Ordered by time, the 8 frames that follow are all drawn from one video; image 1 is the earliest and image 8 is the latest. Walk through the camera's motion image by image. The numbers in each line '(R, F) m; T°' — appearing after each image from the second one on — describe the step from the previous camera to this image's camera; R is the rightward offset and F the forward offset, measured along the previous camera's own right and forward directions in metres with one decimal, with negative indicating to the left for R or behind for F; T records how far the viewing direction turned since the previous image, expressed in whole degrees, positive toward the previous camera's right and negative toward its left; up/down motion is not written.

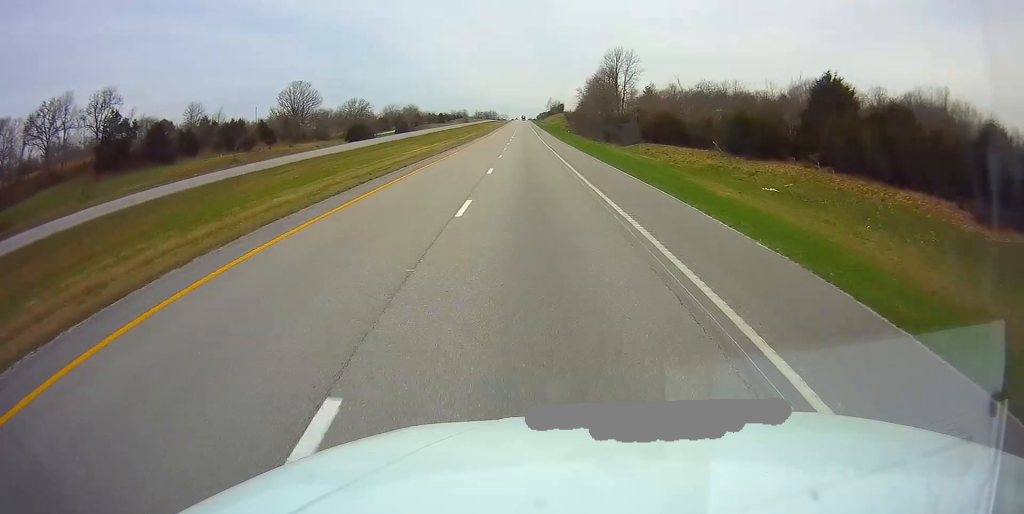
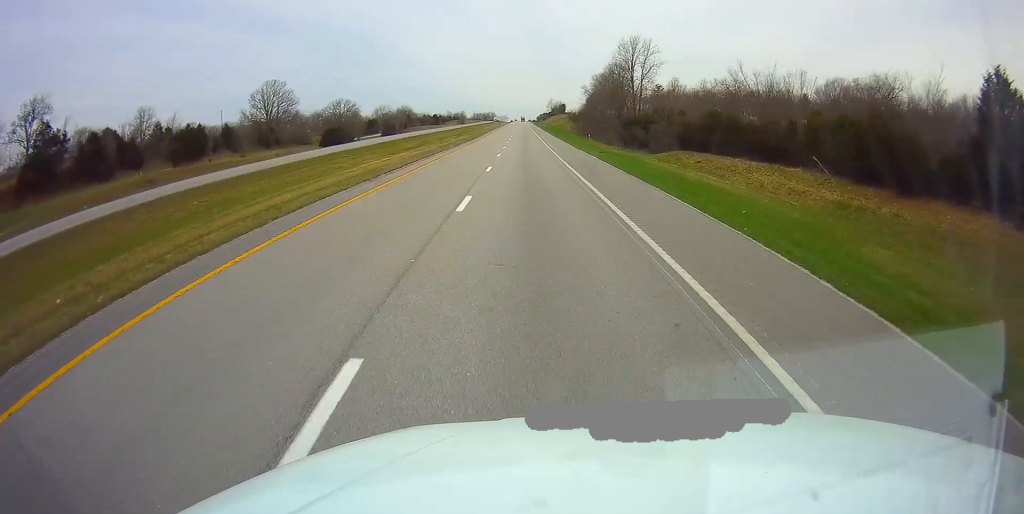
(0.0, +23.6) m; 0°
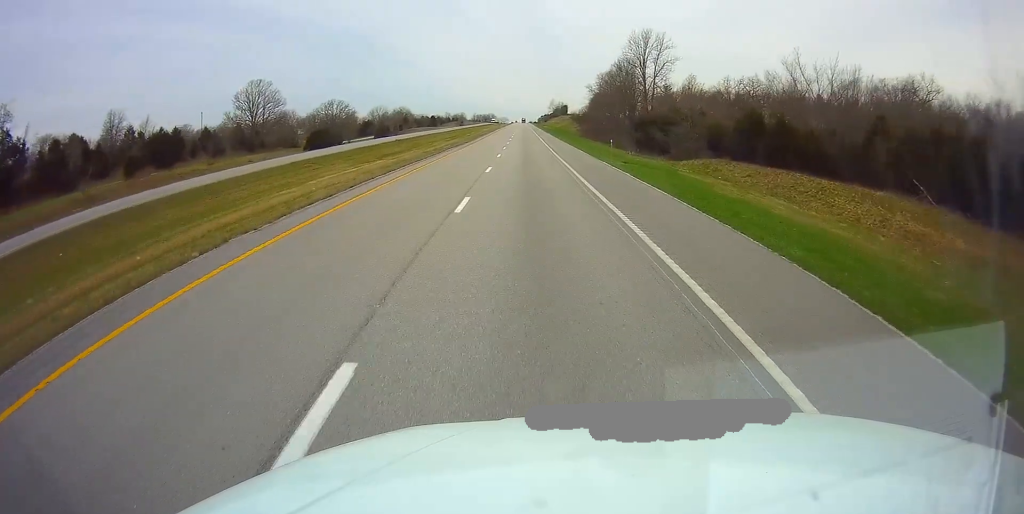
(-0.1, +12.2) m; 0°
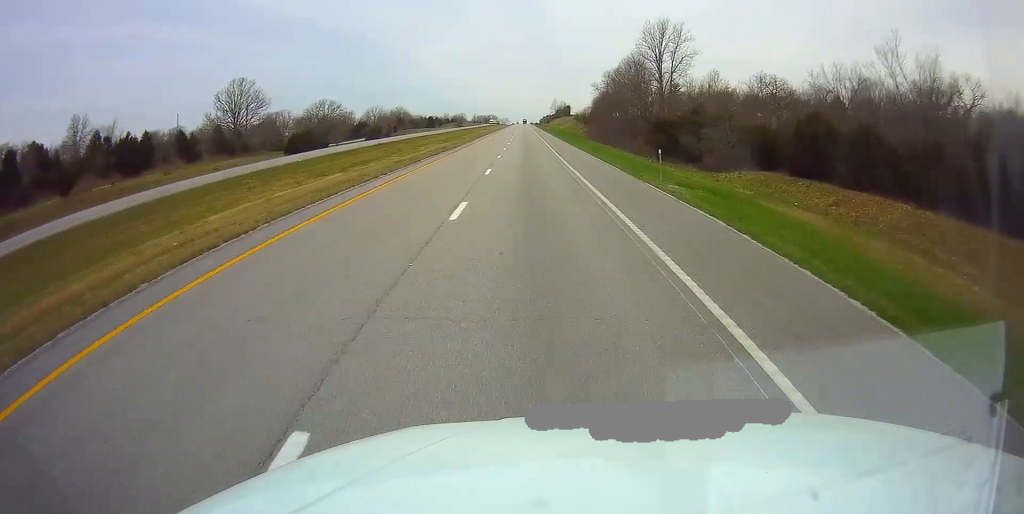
(-0.1, +13.3) m; 0°
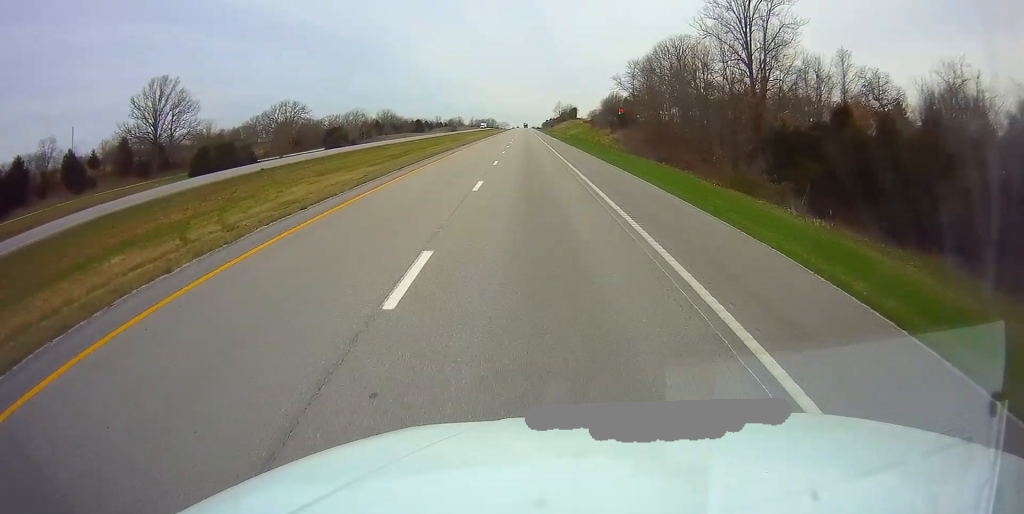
(0.0, +42.5) m; 0°
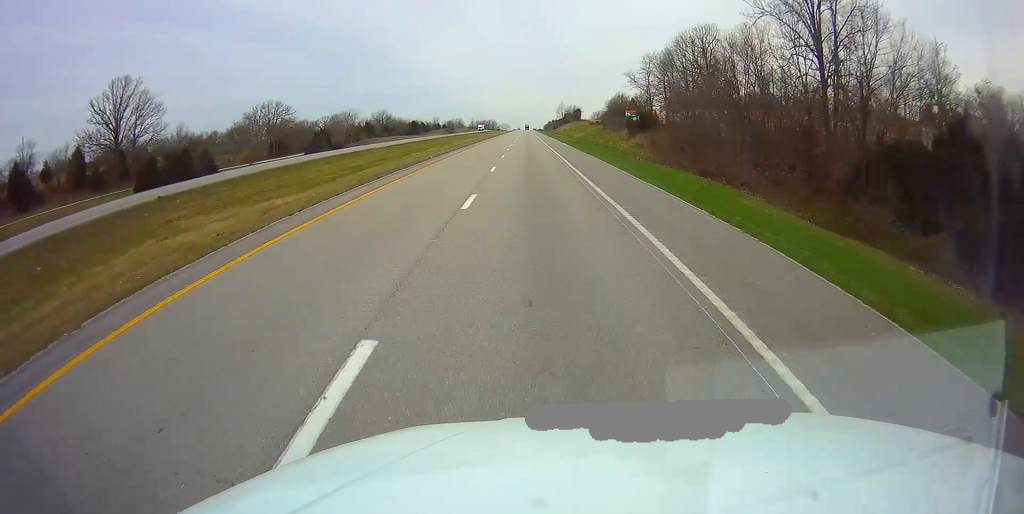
(-0.1, +16.1) m; 0°
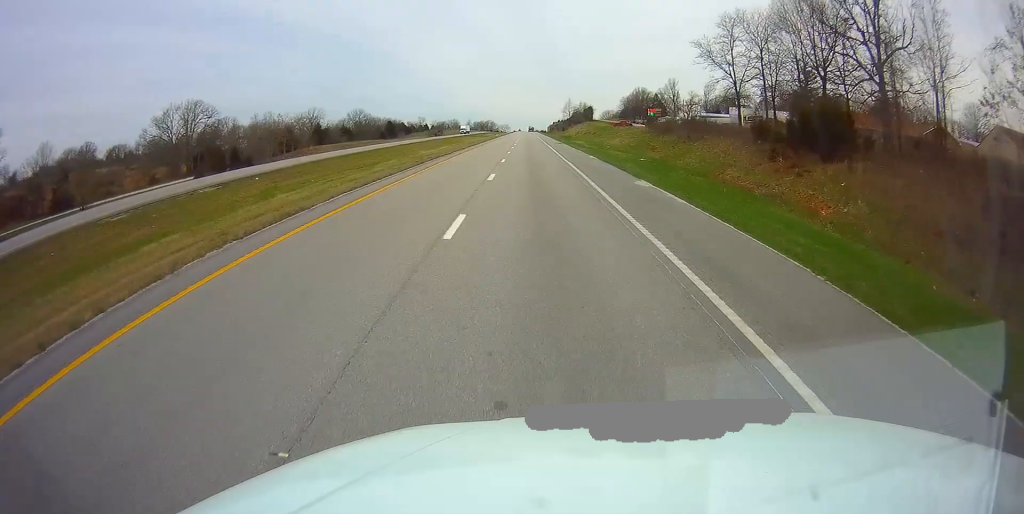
(+0.1, +52.3) m; 0°
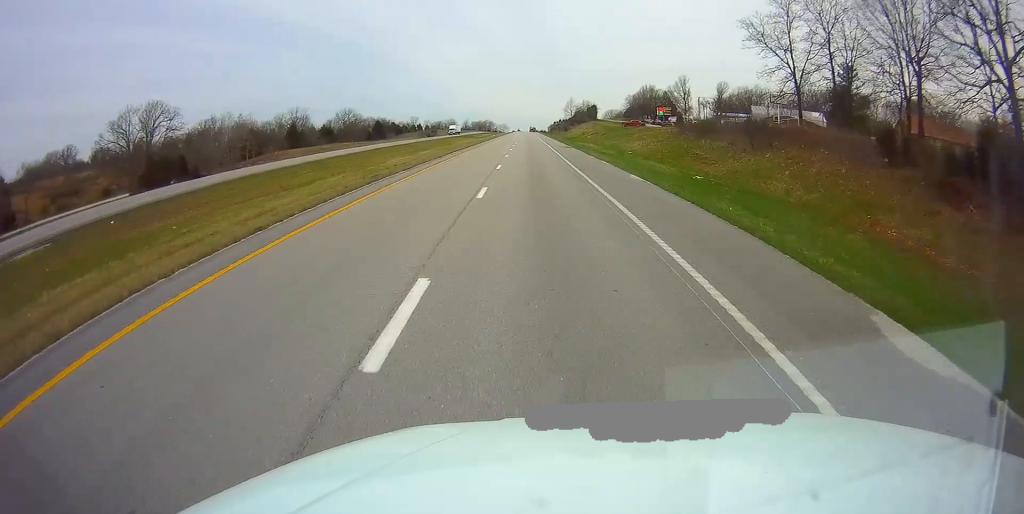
(0.0, +18.0) m; 0°
